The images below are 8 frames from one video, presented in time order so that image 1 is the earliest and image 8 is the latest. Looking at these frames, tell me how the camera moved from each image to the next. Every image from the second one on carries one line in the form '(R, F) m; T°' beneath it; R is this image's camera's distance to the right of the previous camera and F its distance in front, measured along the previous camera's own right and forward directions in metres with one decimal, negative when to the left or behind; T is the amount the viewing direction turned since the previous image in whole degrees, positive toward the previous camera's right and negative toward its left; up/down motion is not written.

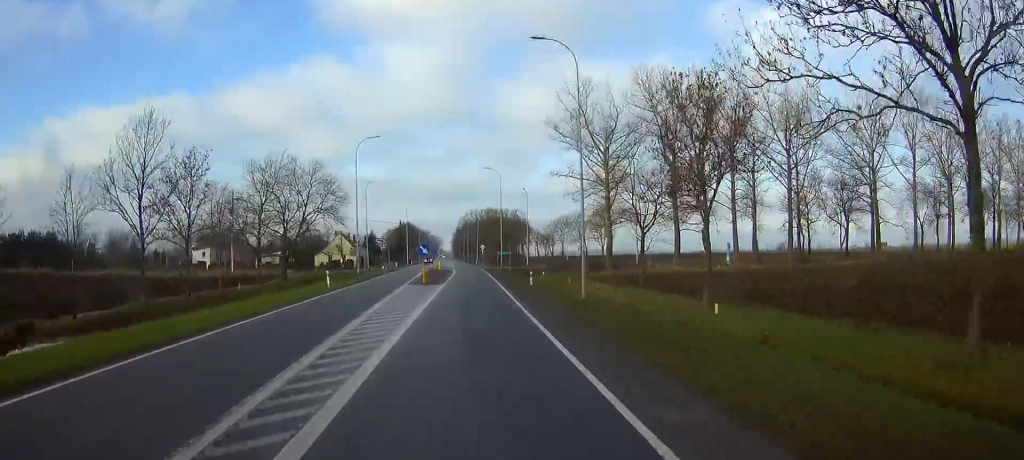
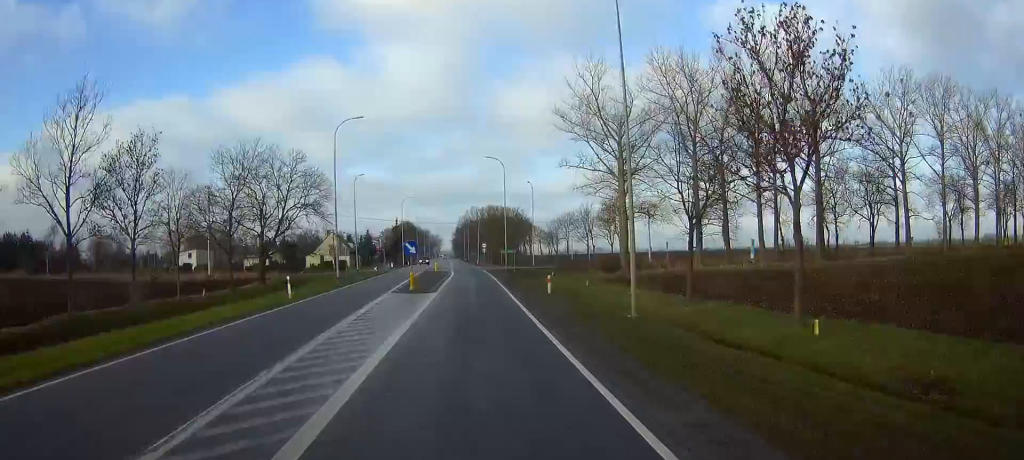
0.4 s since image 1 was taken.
(+0.1, +9.4) m; 0°
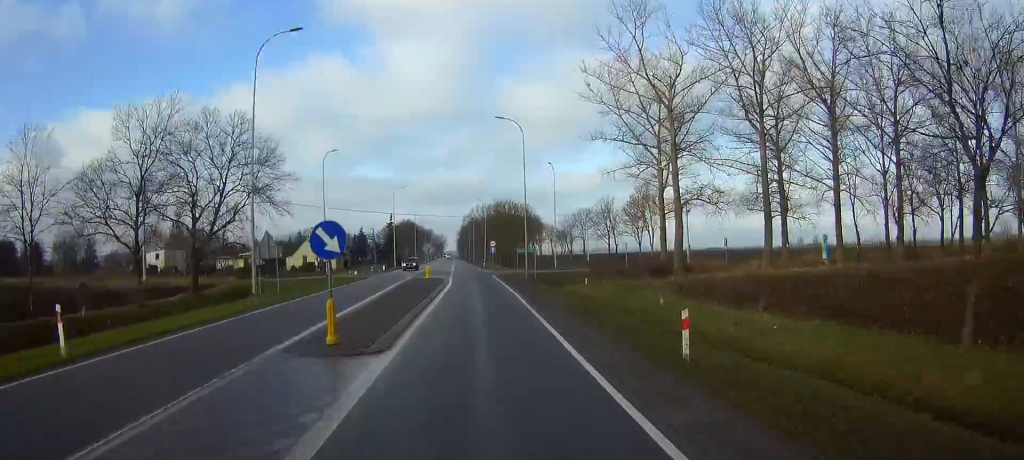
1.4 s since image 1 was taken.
(+0.1, +20.5) m; 0°
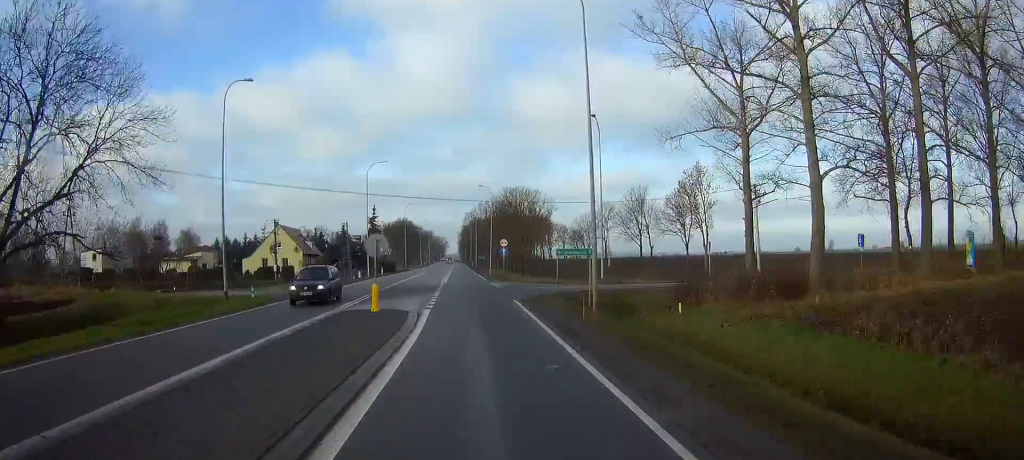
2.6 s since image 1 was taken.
(-0.1, +27.4) m; 0°
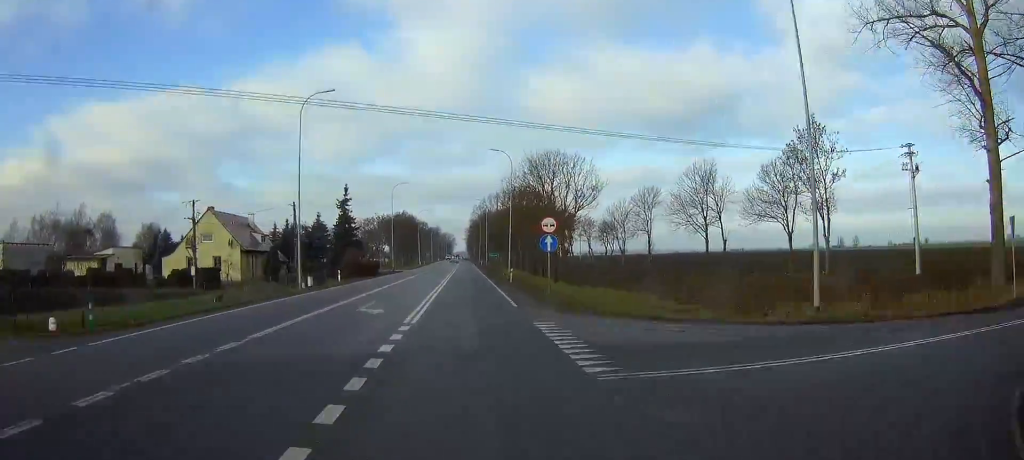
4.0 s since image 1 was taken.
(0.0, +32.0) m; 0°
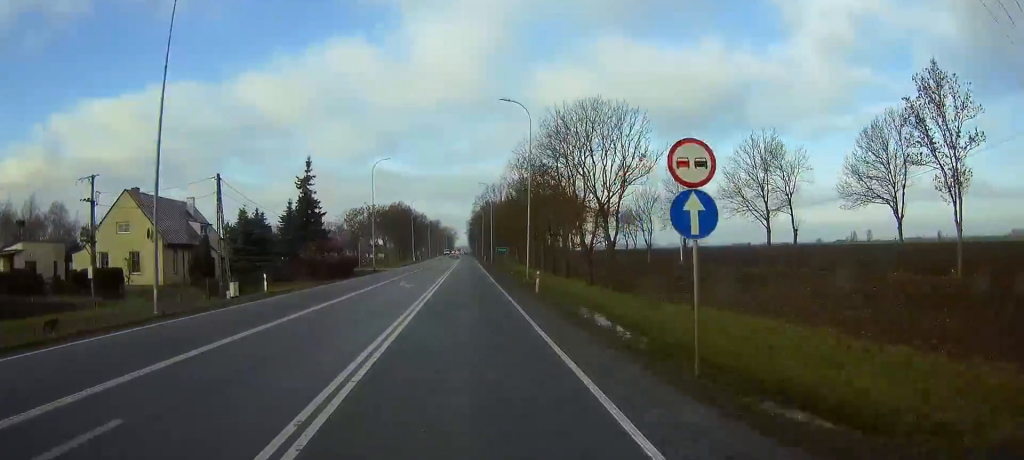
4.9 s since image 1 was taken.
(0.0, +20.3) m; 0°
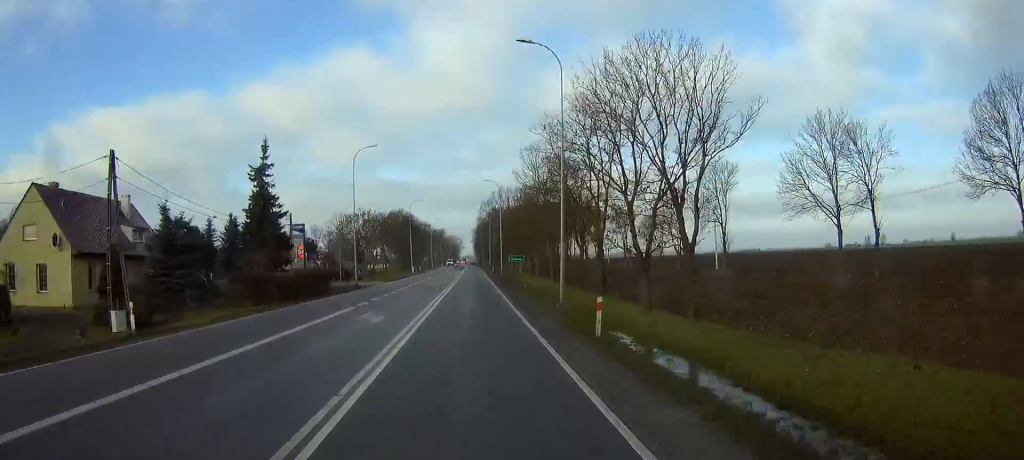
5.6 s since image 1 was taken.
(-0.1, +15.1) m; -1°
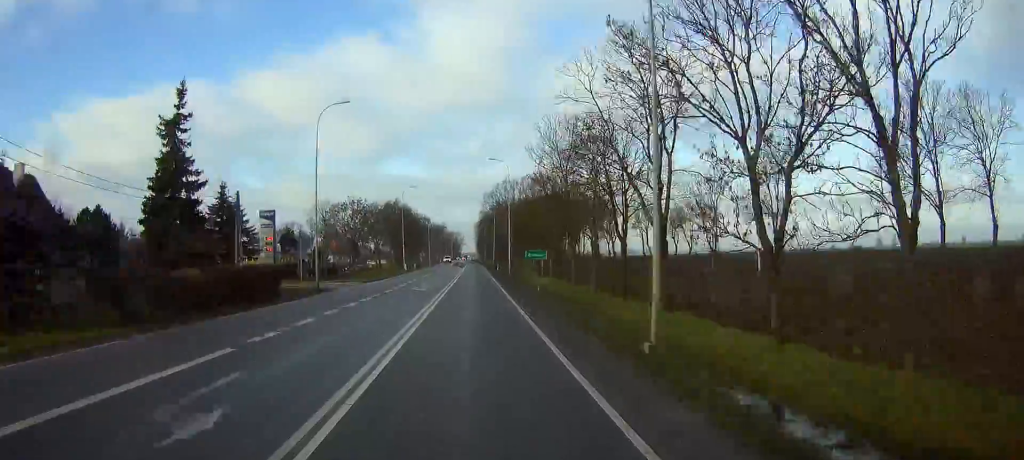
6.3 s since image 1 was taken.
(-0.1, +15.8) m; 0°
